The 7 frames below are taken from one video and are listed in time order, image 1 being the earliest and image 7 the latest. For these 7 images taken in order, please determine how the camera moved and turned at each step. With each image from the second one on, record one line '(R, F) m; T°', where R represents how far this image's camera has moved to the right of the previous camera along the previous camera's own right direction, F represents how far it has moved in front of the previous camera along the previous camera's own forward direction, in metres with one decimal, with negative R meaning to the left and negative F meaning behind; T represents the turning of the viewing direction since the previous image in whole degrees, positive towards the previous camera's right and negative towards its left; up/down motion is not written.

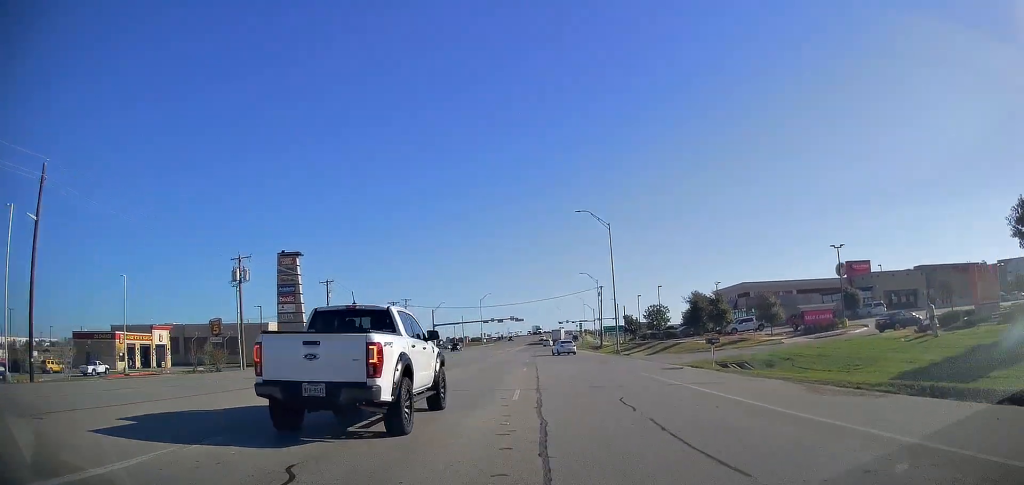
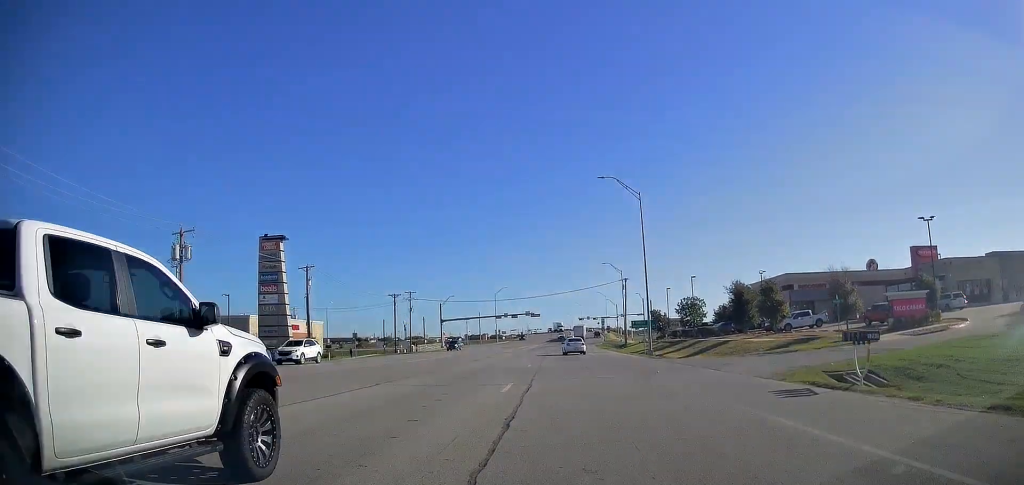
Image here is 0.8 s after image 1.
(-0.1, +13.4) m; -3°
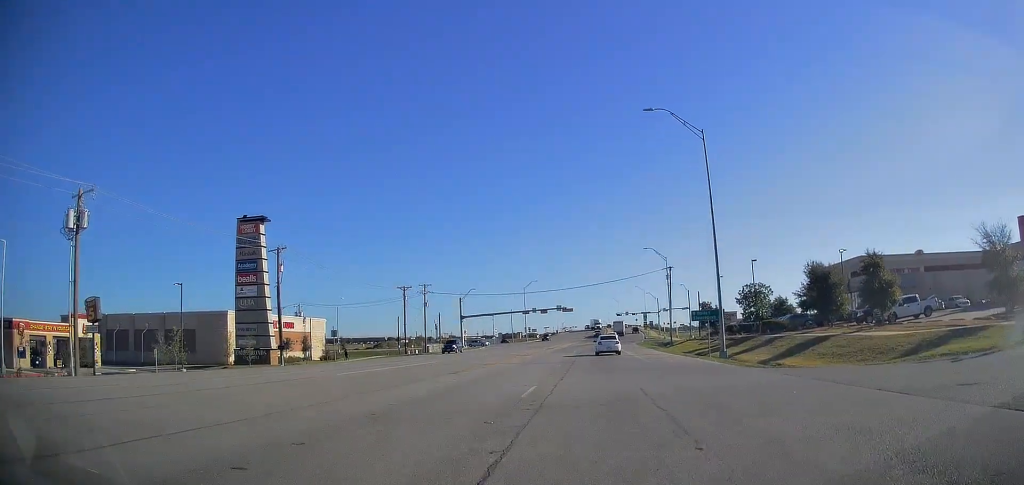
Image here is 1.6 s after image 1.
(-0.7, +16.0) m; -3°
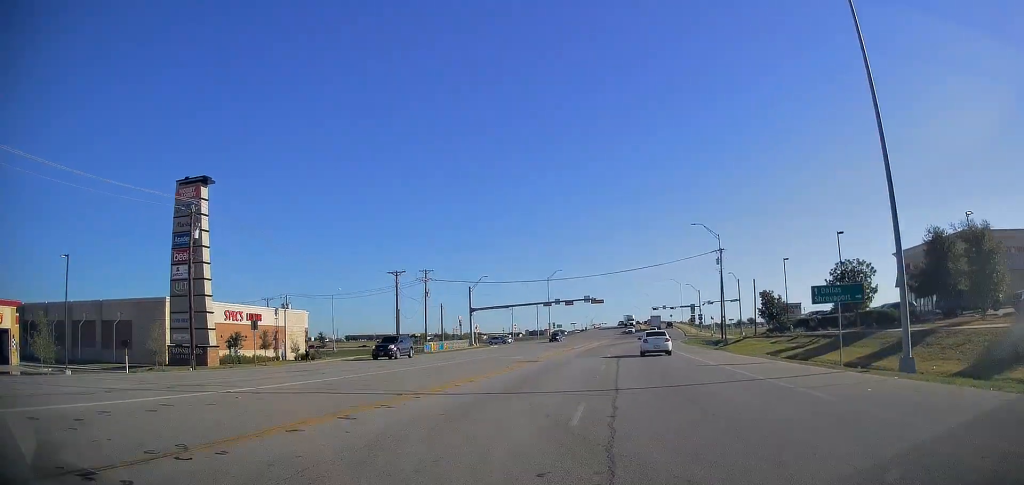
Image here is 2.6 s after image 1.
(-0.2, +19.4) m; -1°
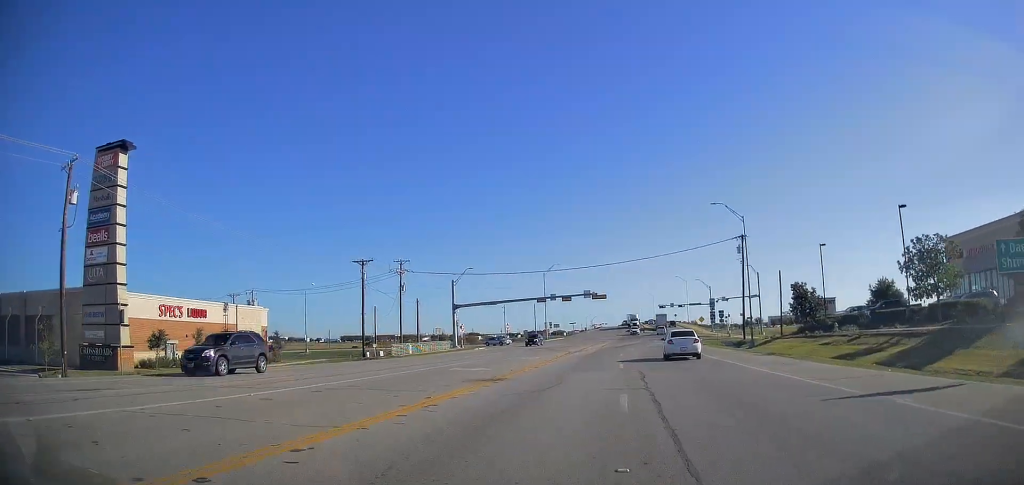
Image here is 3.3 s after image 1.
(0.0, +13.3) m; 0°
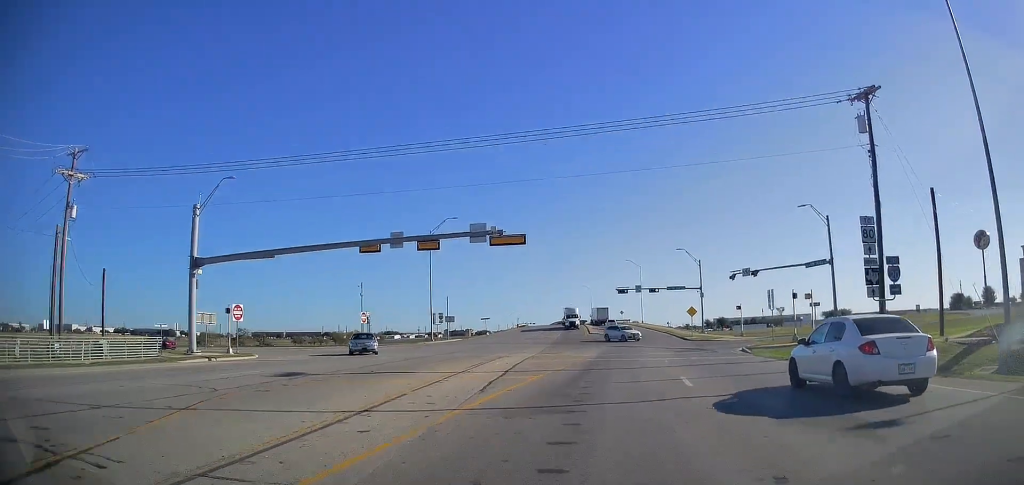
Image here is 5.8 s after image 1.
(+3.1, +49.9) m; +9°
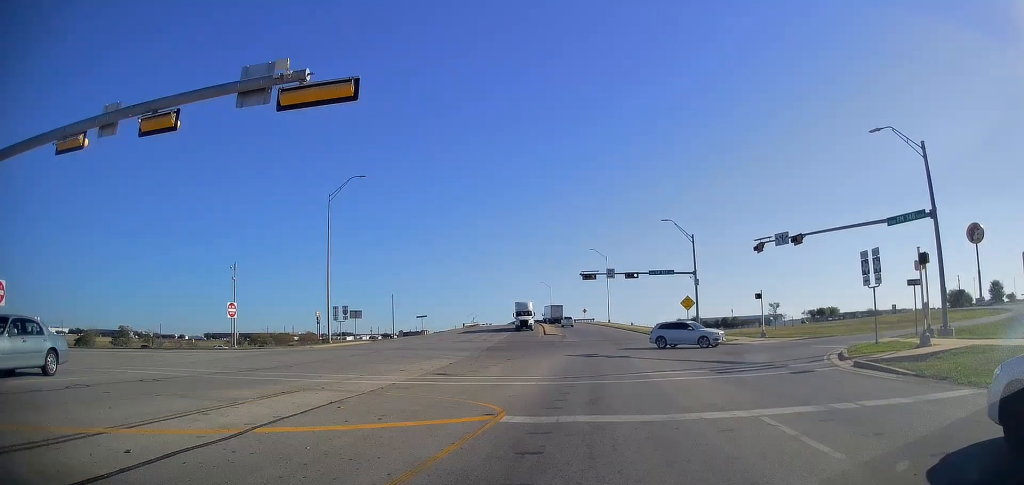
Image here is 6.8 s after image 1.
(+0.3, +21.3) m; +1°
